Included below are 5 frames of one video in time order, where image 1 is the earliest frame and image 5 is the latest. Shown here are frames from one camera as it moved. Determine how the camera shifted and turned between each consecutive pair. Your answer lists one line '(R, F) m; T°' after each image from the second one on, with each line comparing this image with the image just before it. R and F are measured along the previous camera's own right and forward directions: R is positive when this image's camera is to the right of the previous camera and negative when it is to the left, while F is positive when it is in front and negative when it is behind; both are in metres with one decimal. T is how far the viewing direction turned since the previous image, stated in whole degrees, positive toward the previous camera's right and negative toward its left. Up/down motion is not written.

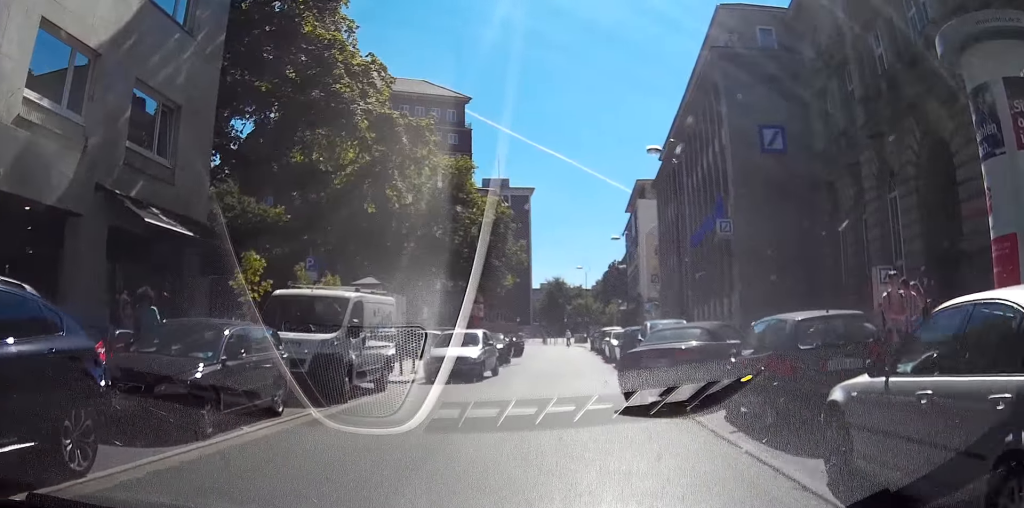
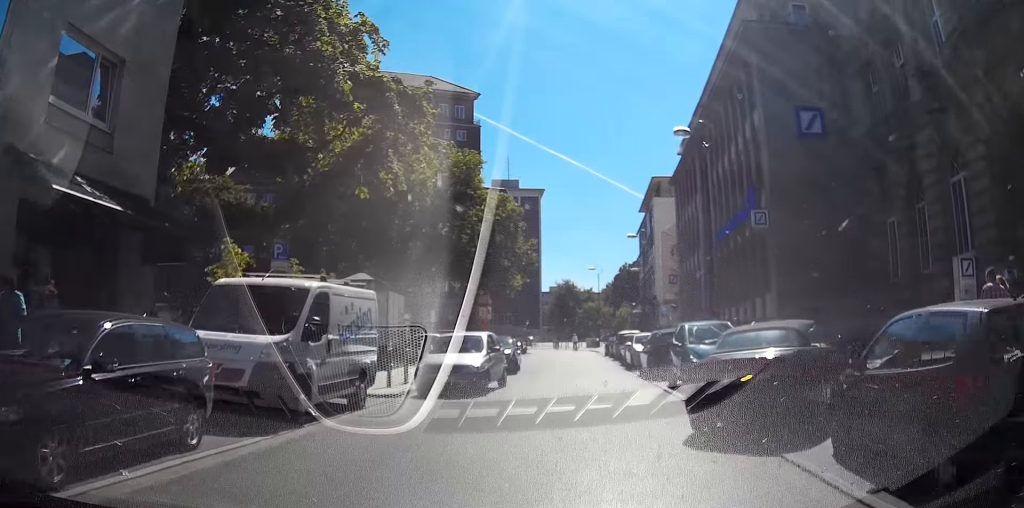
(0.0, +4.4) m; 0°
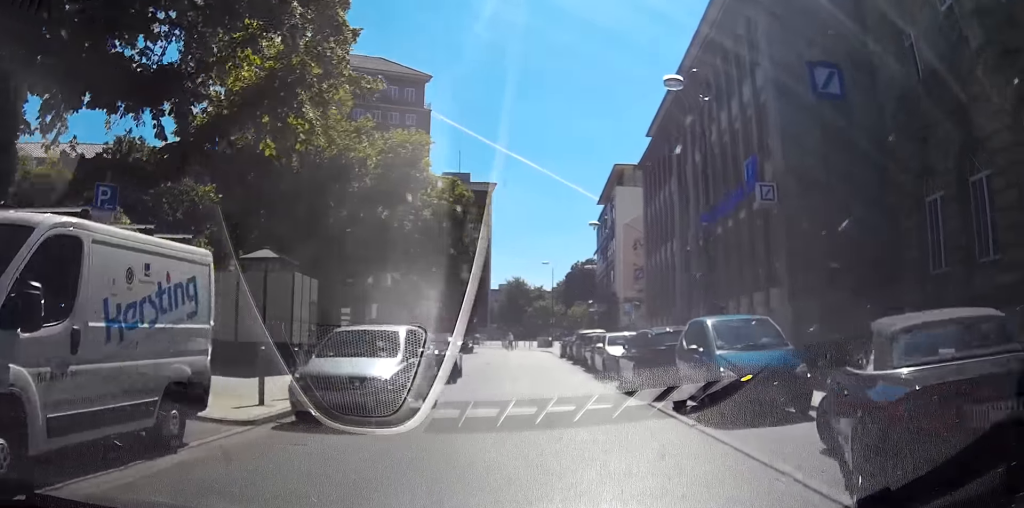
(0.0, +5.9) m; +2°
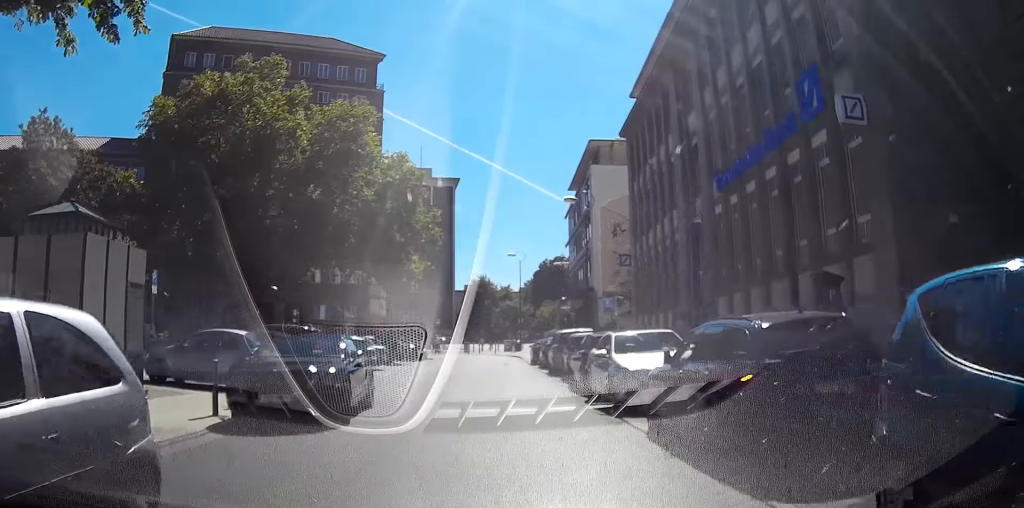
(+0.4, +7.3) m; +6°
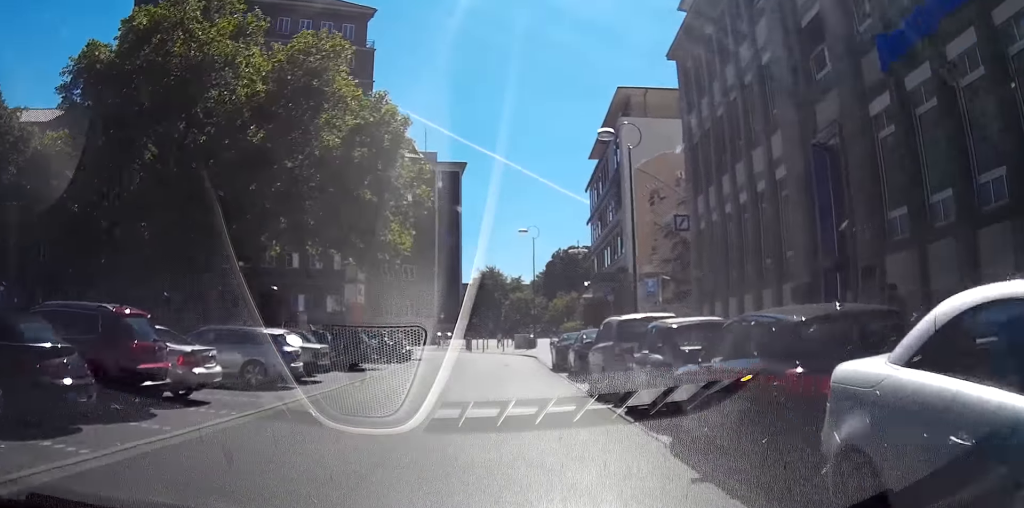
(+0.1, +8.3) m; +1°
